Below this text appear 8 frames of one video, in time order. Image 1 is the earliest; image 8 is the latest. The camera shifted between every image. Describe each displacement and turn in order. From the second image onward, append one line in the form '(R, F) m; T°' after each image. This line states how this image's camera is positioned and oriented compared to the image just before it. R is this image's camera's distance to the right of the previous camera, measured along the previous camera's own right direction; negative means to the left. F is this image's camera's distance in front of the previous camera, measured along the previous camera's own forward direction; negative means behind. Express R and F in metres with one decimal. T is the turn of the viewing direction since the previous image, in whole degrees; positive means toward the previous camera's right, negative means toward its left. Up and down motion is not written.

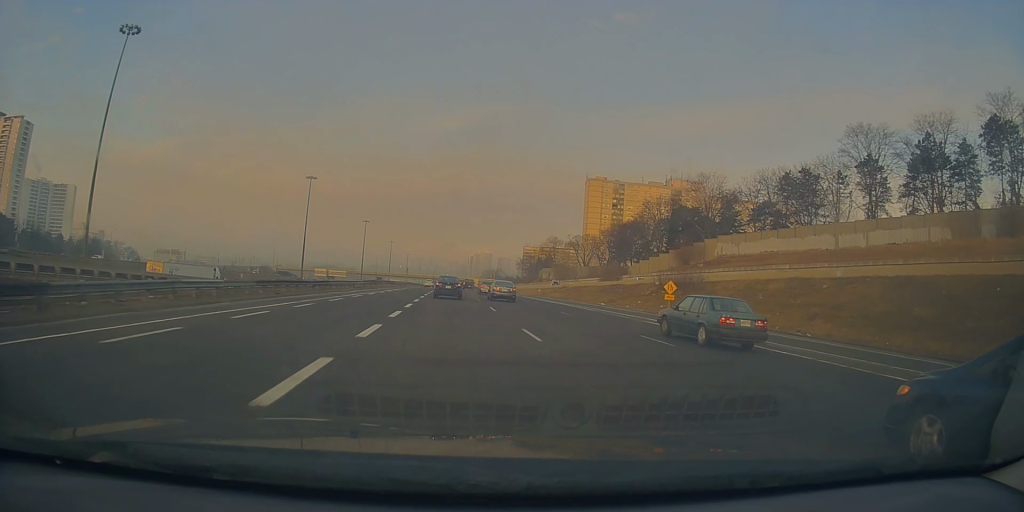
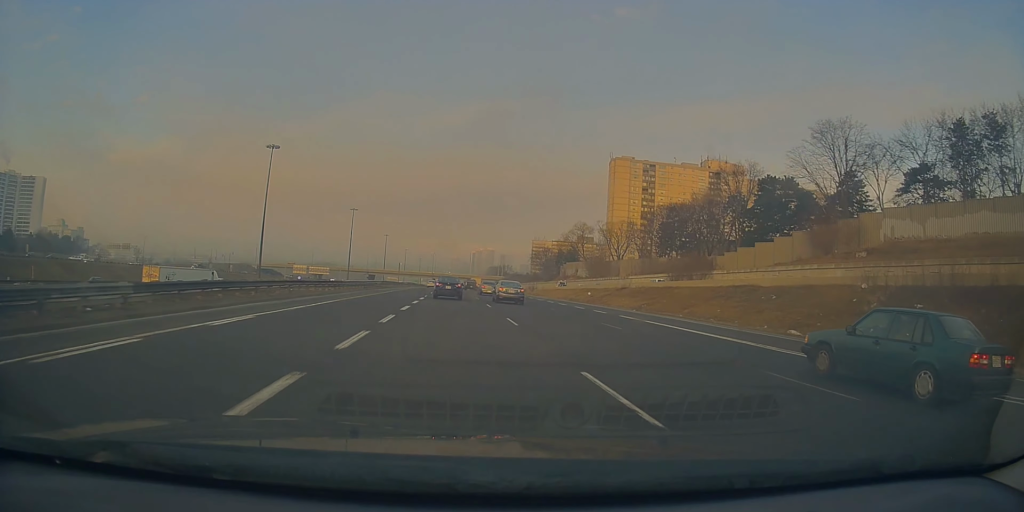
(-0.1, +42.6) m; -1°
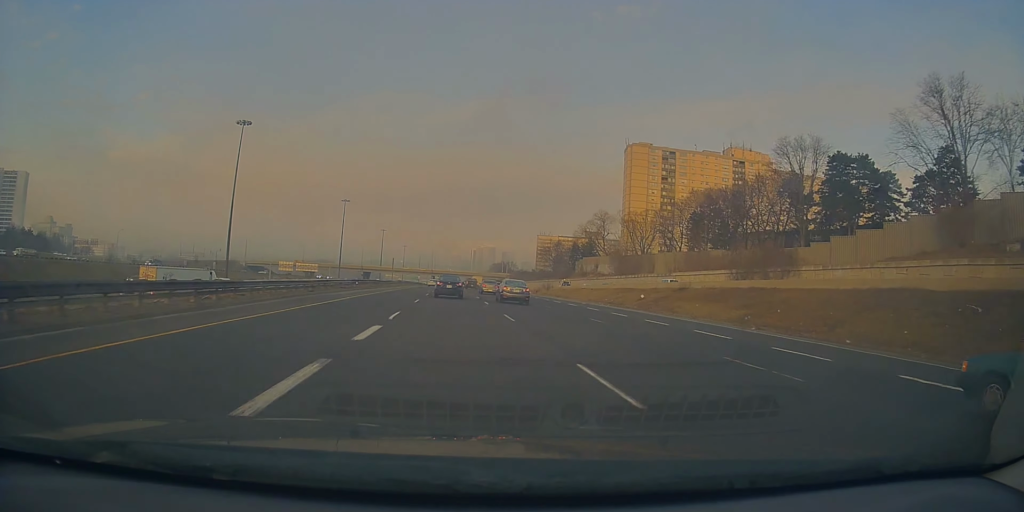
(-0.4, +22.1) m; 0°
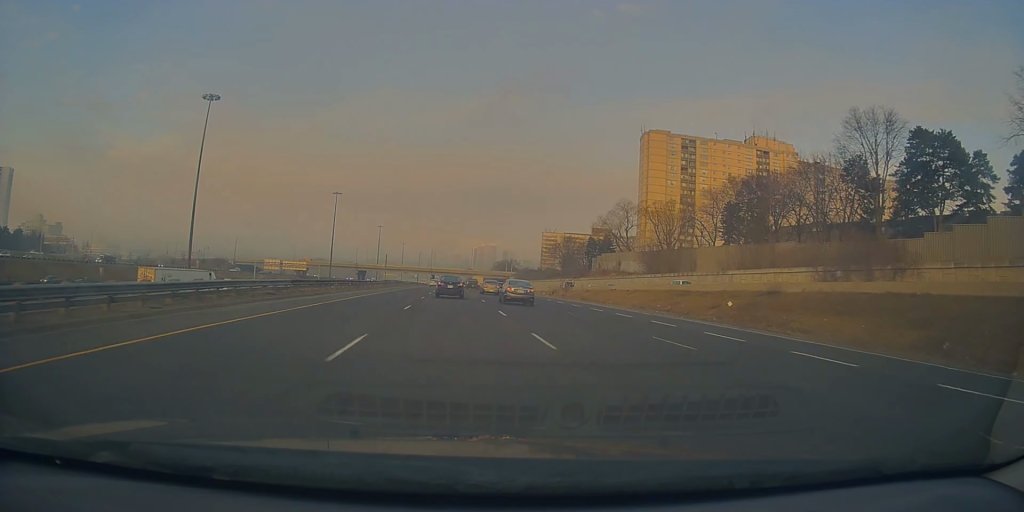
(+0.4, +18.9) m; +1°
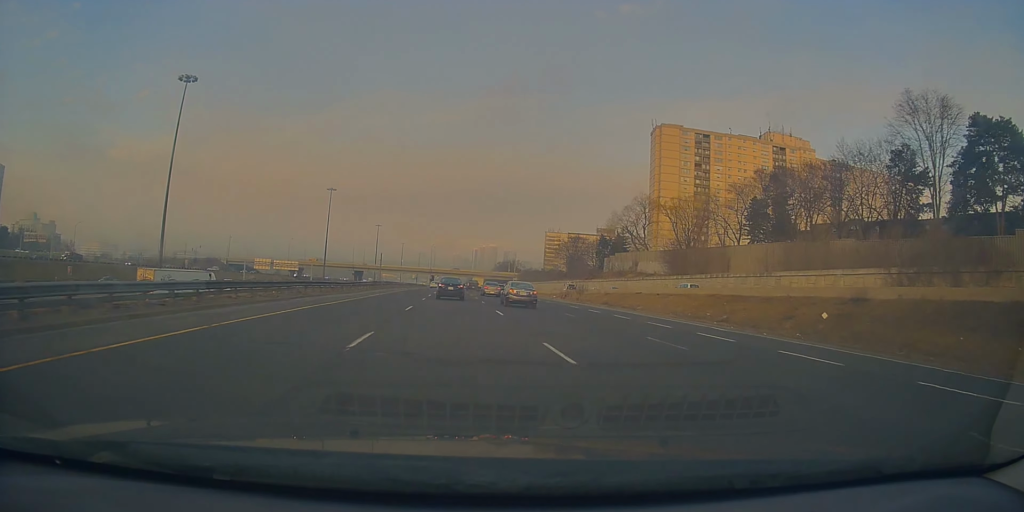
(+0.1, +11.4) m; 0°
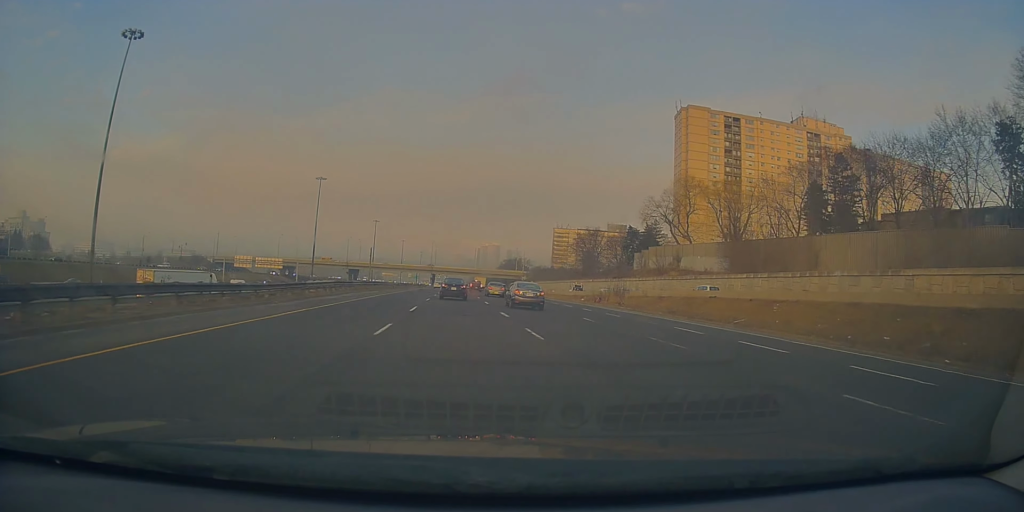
(0.0, +20.8) m; -1°
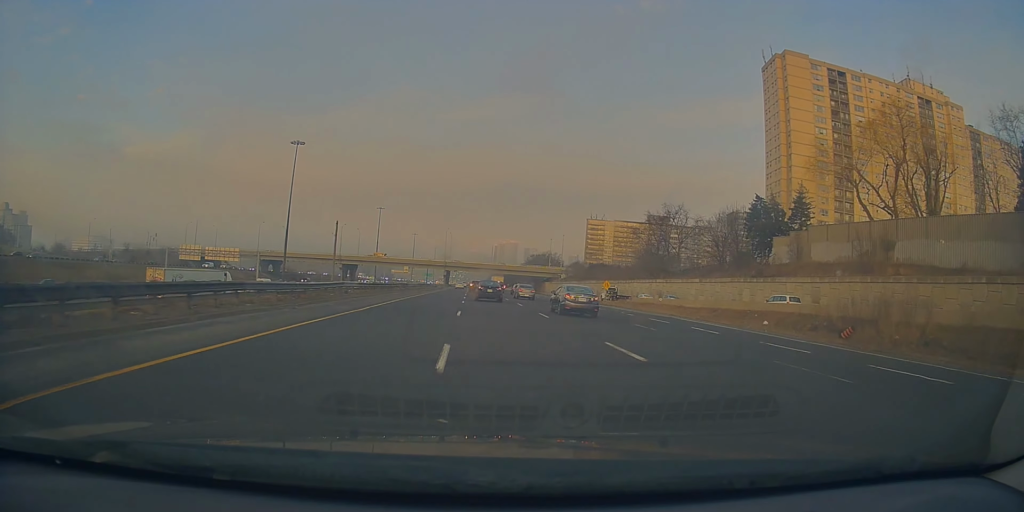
(-0.8, +47.1) m; -1°
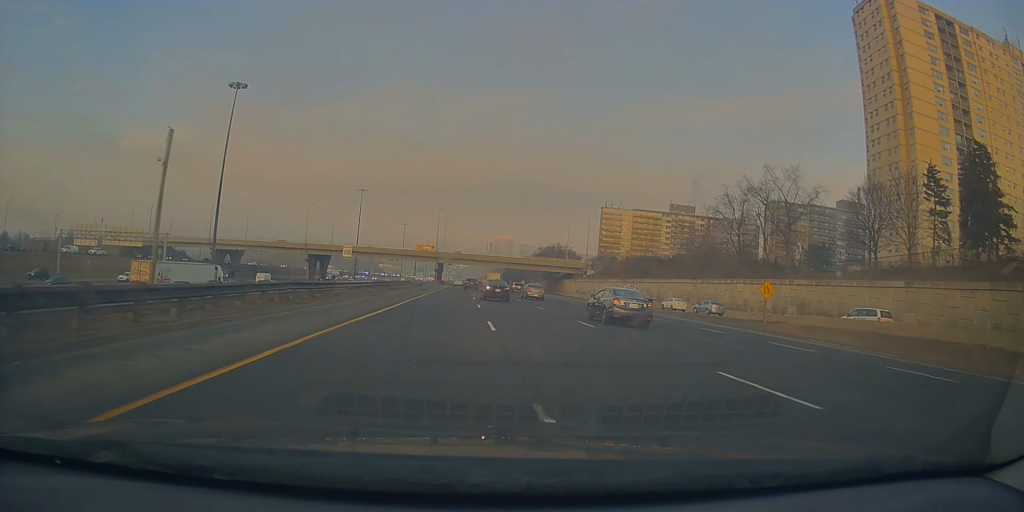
(+0.1, +39.6) m; 0°
